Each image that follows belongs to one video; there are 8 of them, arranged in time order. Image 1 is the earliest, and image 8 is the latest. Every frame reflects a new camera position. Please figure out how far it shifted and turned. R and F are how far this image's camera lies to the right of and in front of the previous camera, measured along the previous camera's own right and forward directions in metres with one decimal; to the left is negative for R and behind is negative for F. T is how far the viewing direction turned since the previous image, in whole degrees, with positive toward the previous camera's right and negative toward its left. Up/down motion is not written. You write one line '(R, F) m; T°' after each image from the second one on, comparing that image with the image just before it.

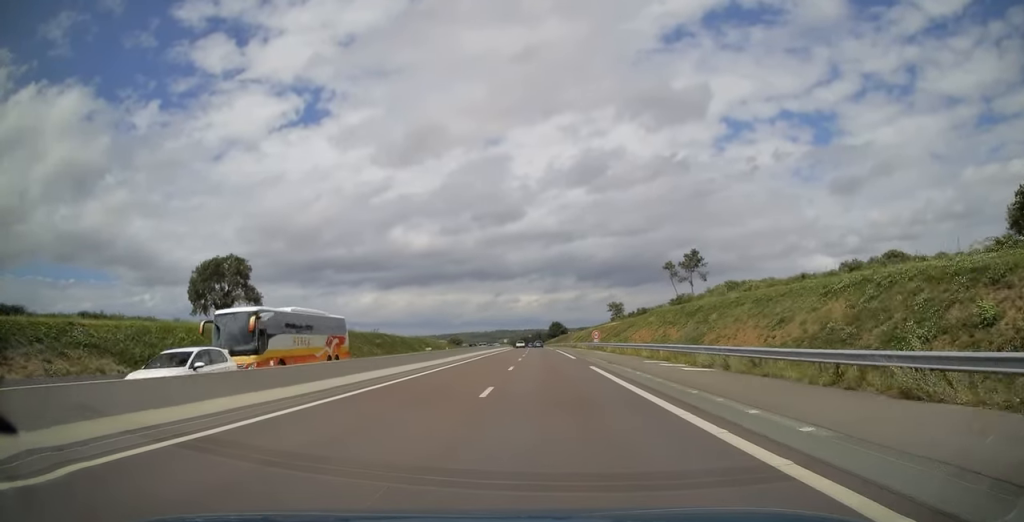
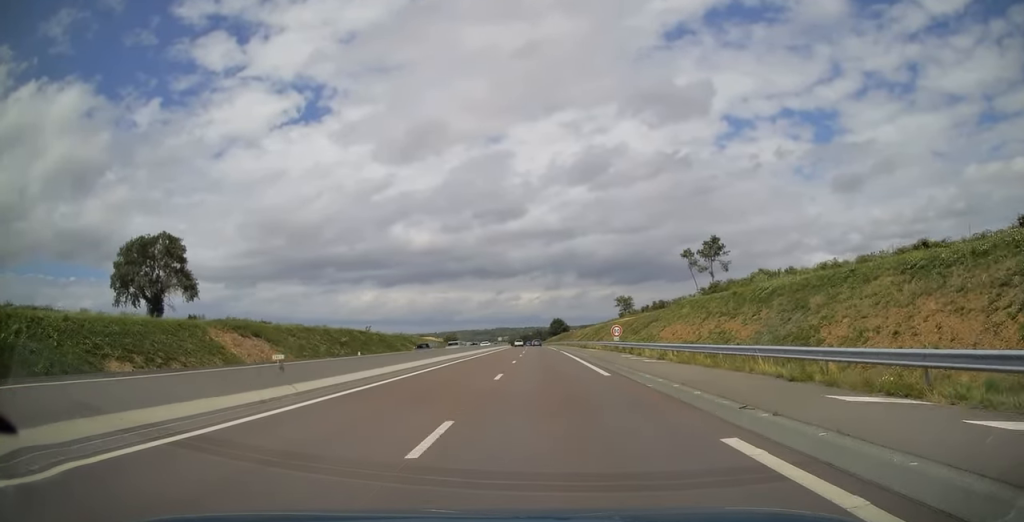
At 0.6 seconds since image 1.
(-0.1, +20.6) m; 0°
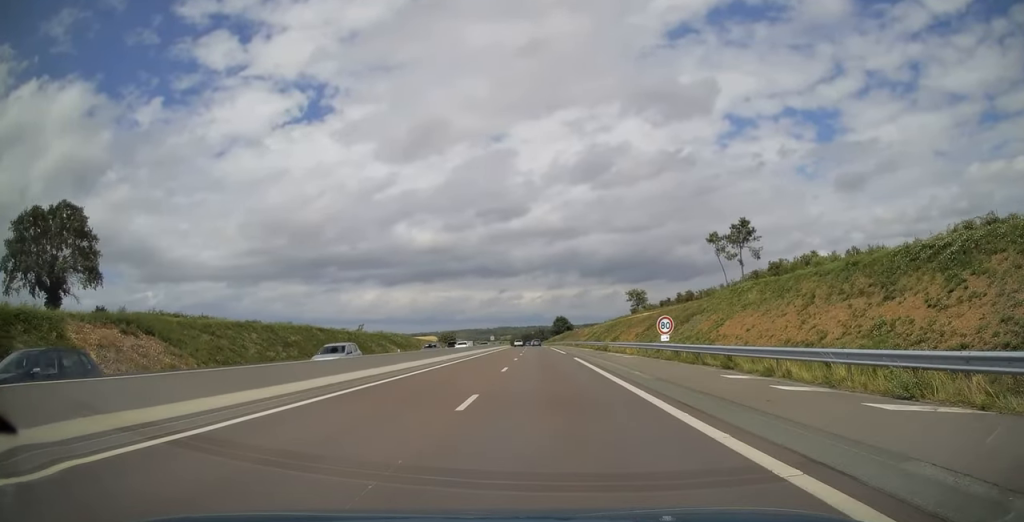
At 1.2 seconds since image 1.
(0.0, +21.5) m; 0°
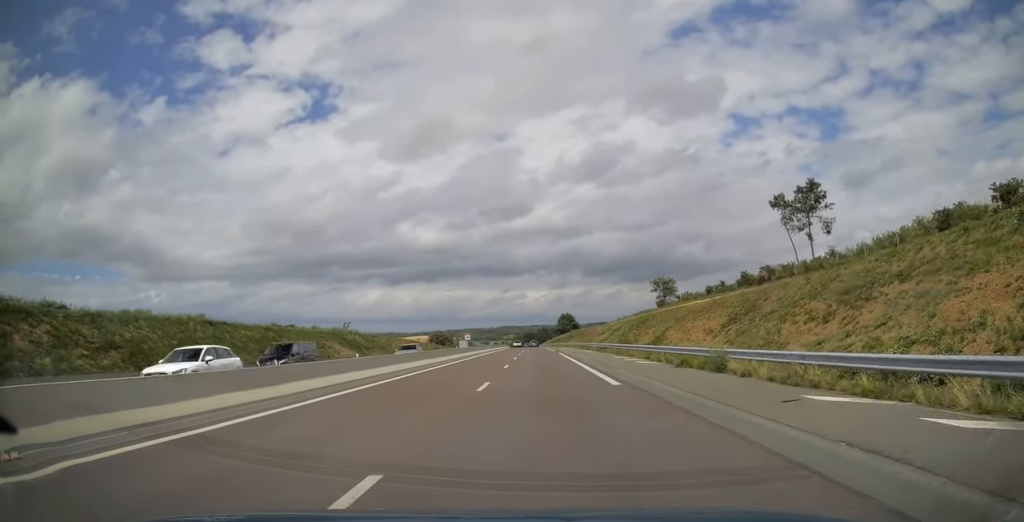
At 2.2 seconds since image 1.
(-0.2, +34.5) m; 0°
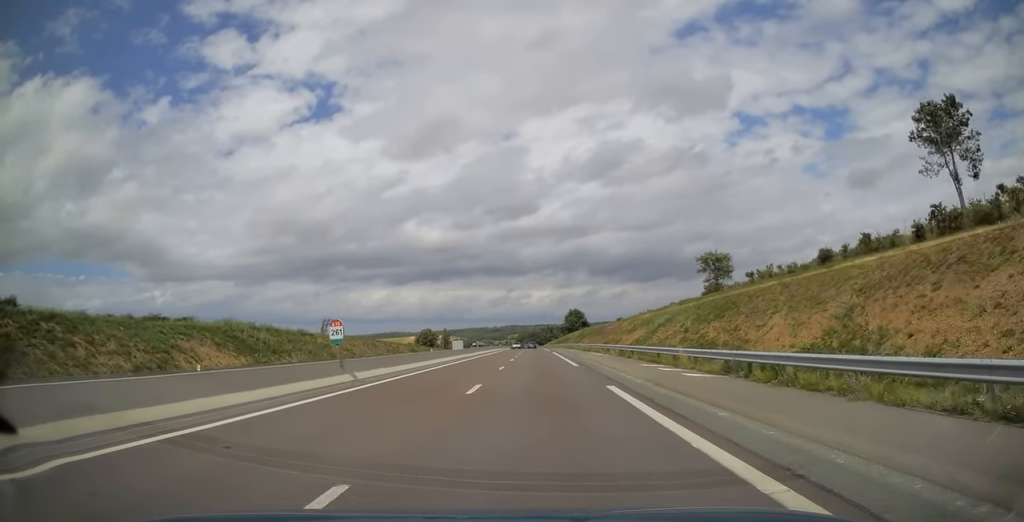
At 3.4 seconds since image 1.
(-0.1, +39.2) m; 0°
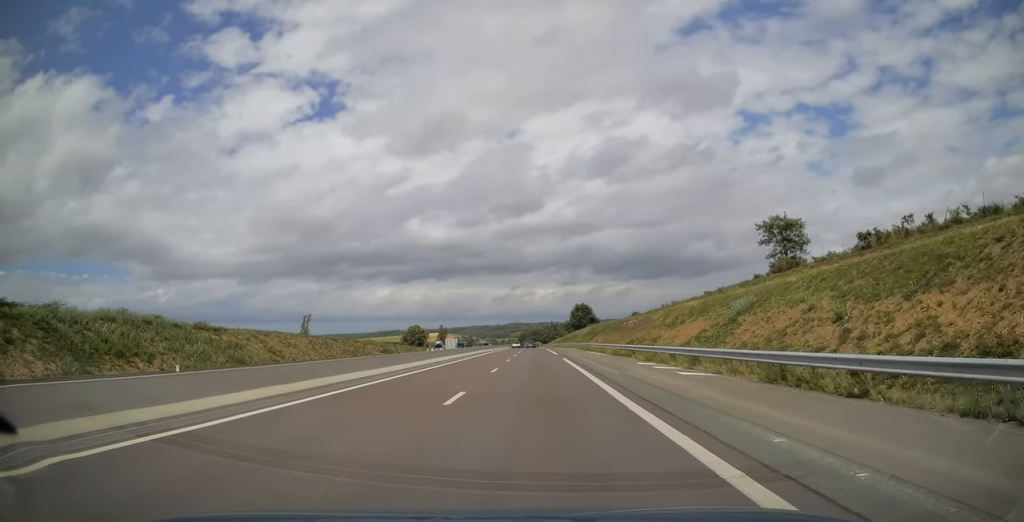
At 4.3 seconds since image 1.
(-0.1, +28.3) m; 0°
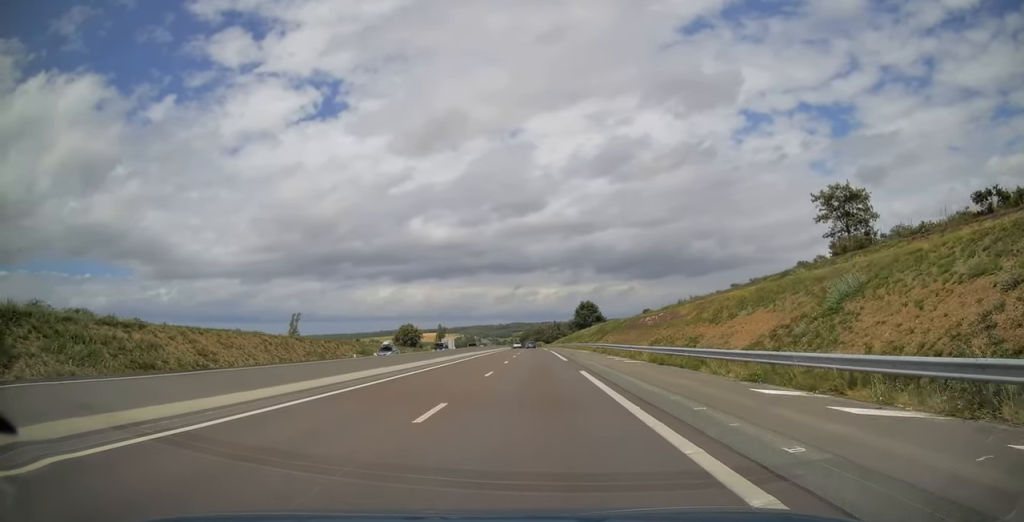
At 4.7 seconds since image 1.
(0.0, +15.6) m; 0°
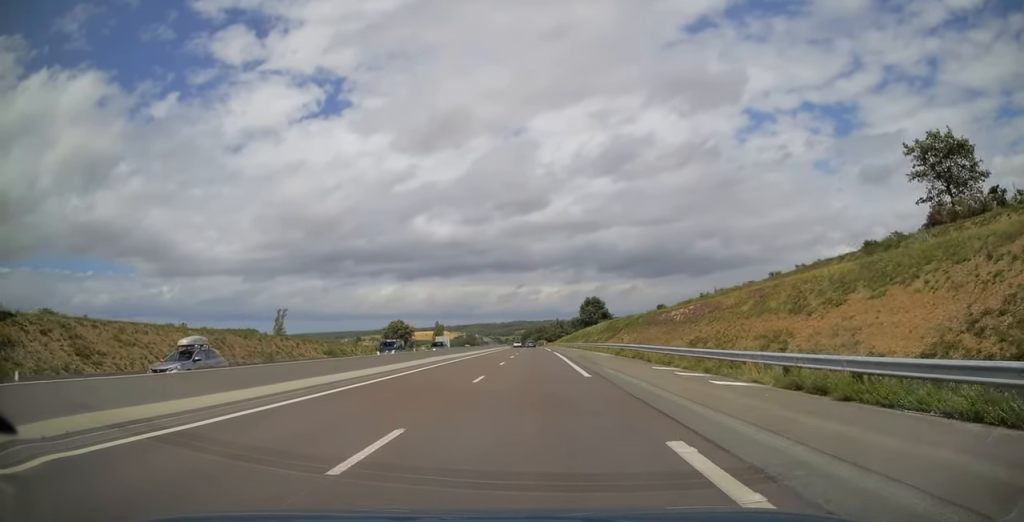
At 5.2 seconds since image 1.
(-0.1, +16.7) m; 0°
